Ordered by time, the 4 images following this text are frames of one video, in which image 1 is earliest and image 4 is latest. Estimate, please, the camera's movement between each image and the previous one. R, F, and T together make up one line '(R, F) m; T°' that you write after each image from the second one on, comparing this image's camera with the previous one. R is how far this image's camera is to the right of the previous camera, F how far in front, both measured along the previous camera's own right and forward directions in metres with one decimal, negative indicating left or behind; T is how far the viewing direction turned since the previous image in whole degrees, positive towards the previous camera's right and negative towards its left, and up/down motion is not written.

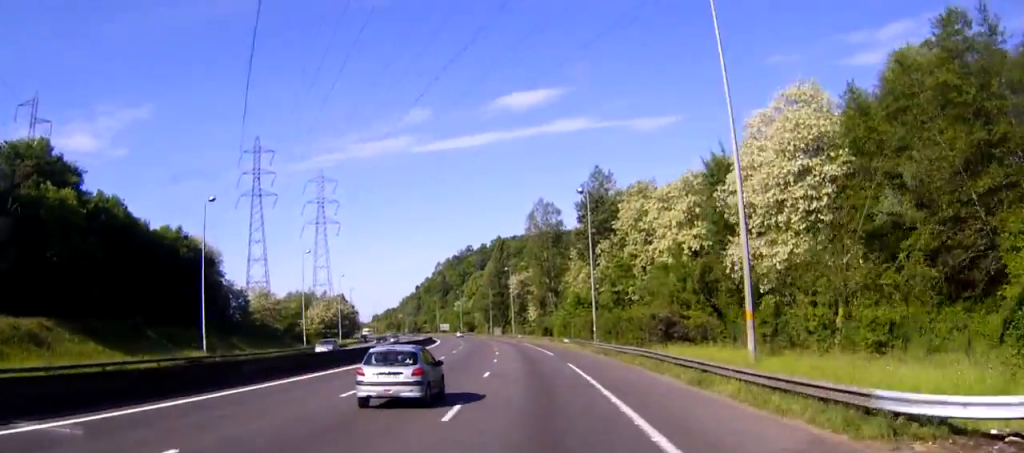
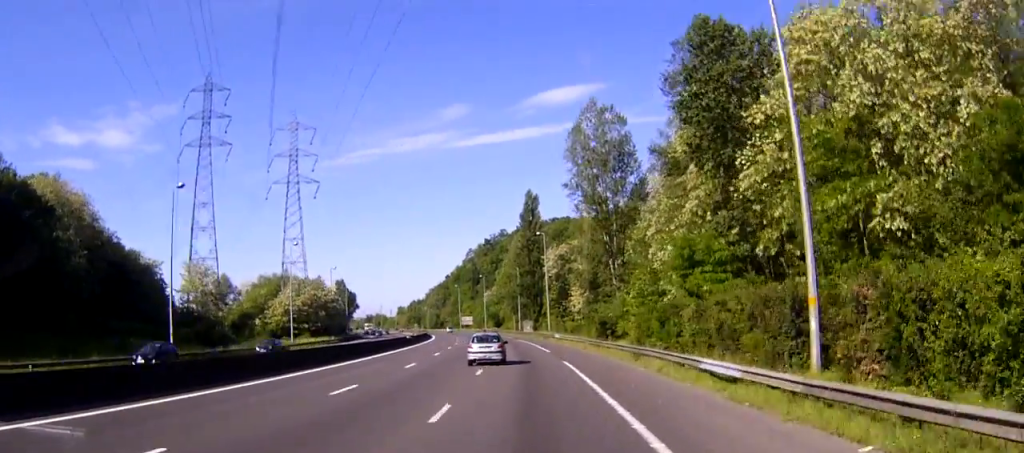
(-1.6, +52.9) m; -4°
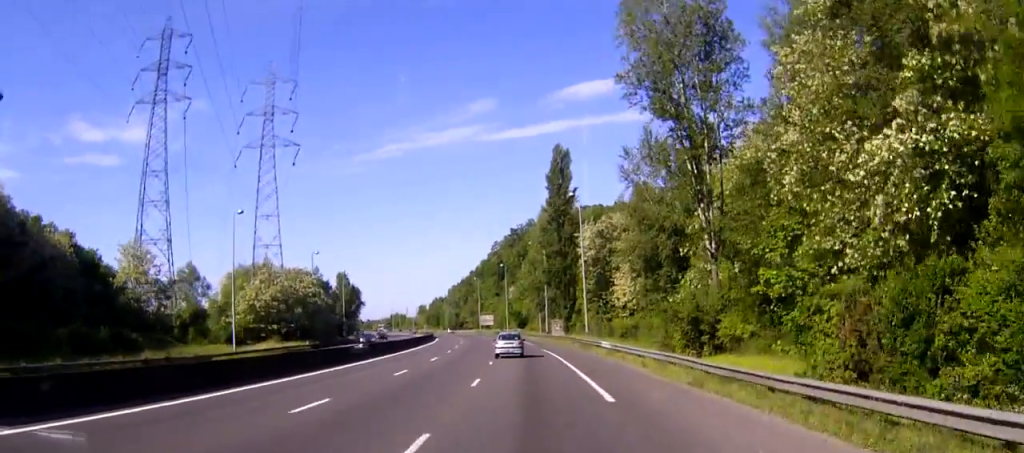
(-0.7, +30.1) m; -2°
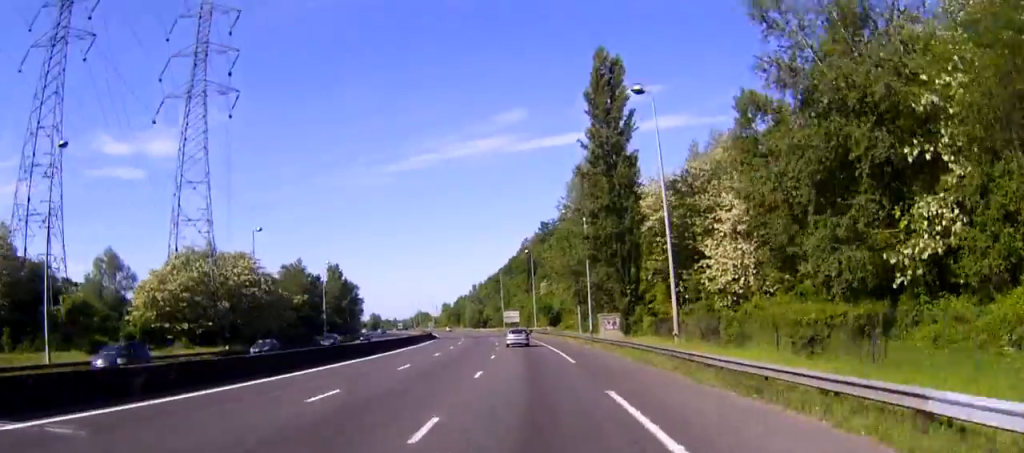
(0.0, +38.0) m; -2°
